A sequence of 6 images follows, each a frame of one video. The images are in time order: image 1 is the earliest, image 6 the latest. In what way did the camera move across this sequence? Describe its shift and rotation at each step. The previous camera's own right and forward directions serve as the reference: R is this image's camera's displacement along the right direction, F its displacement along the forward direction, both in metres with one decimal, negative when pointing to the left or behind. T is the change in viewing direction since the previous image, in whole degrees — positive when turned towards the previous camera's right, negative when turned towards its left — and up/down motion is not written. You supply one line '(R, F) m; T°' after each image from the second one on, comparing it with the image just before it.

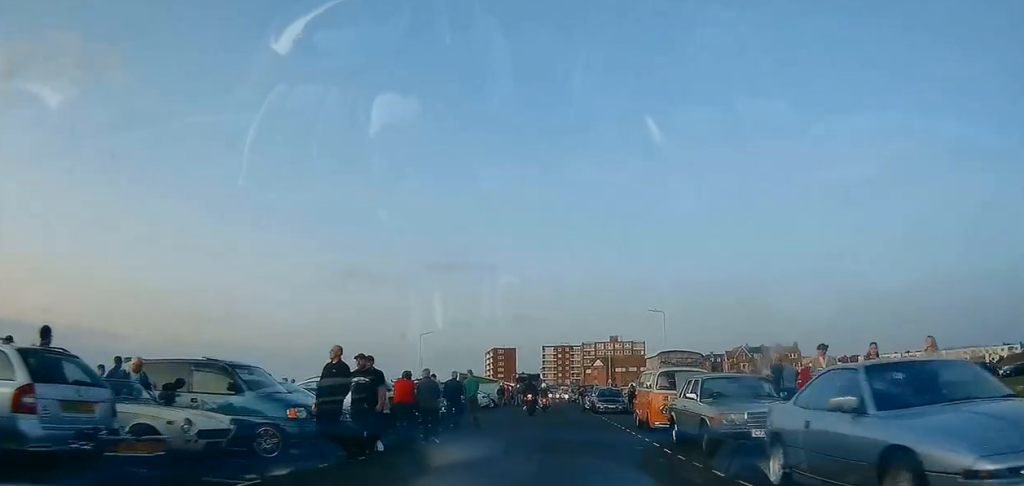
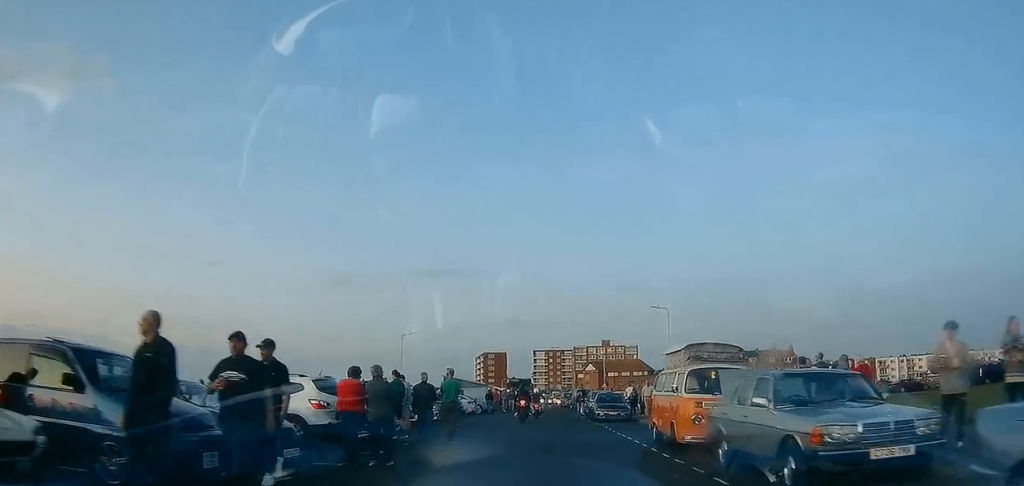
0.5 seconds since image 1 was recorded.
(-0.1, +3.7) m; -1°
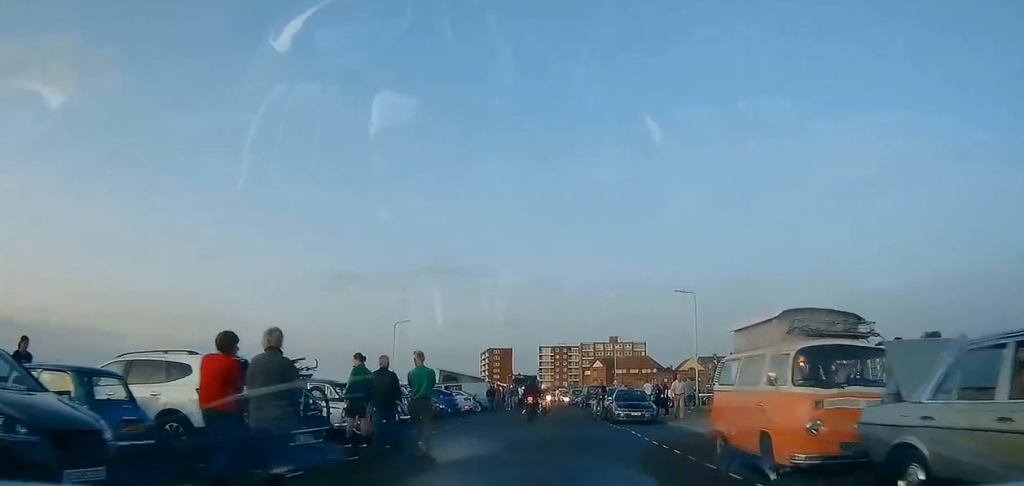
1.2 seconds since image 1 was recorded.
(-0.1, +4.8) m; -1°
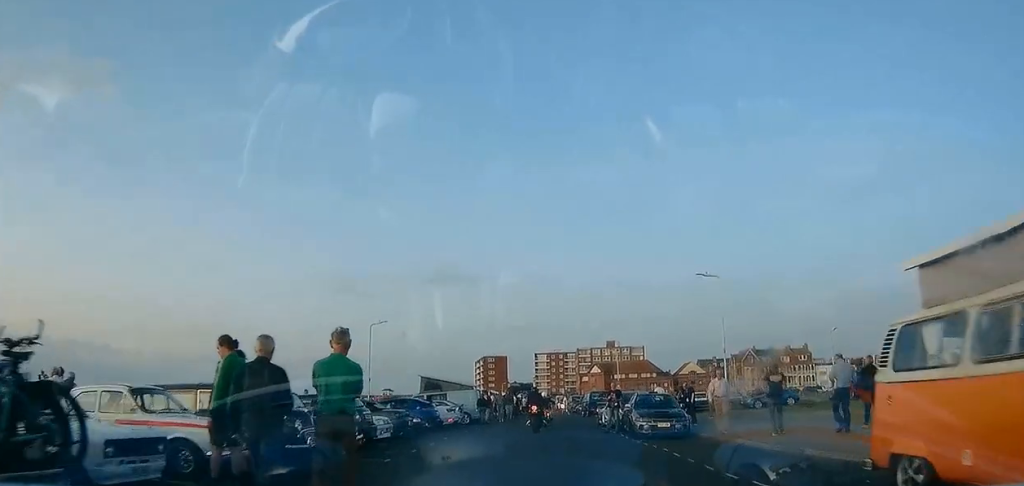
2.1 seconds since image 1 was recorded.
(+0.1, +5.2) m; +1°
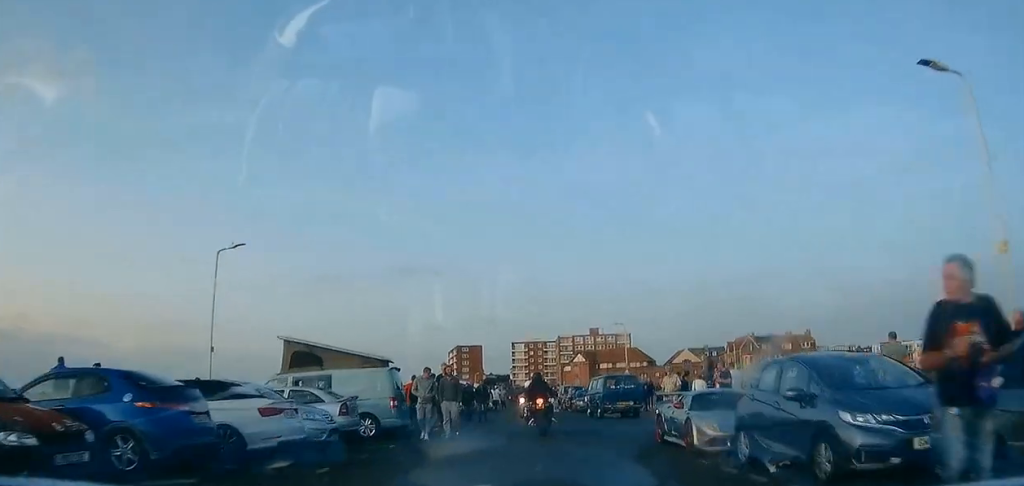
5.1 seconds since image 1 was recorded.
(+0.8, +18.1) m; +7°
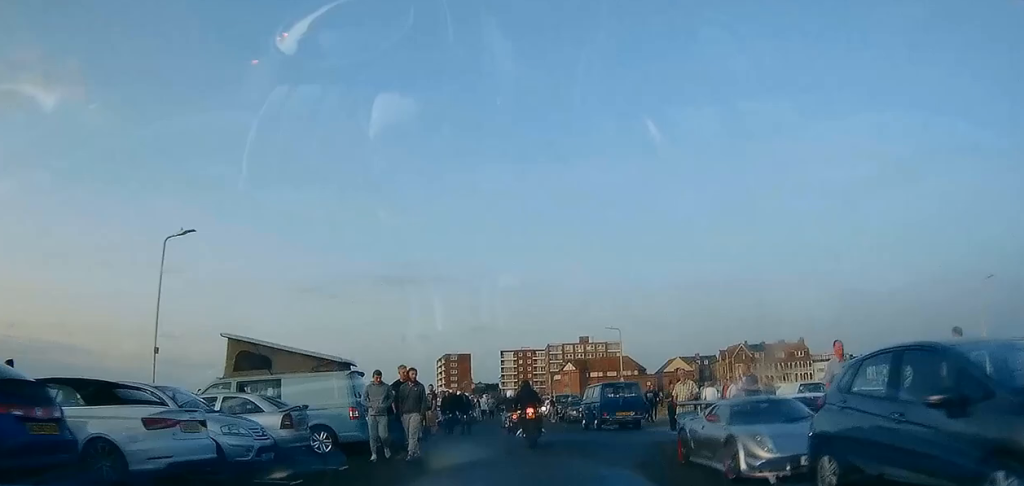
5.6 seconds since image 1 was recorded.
(+0.1, +2.9) m; -1°
